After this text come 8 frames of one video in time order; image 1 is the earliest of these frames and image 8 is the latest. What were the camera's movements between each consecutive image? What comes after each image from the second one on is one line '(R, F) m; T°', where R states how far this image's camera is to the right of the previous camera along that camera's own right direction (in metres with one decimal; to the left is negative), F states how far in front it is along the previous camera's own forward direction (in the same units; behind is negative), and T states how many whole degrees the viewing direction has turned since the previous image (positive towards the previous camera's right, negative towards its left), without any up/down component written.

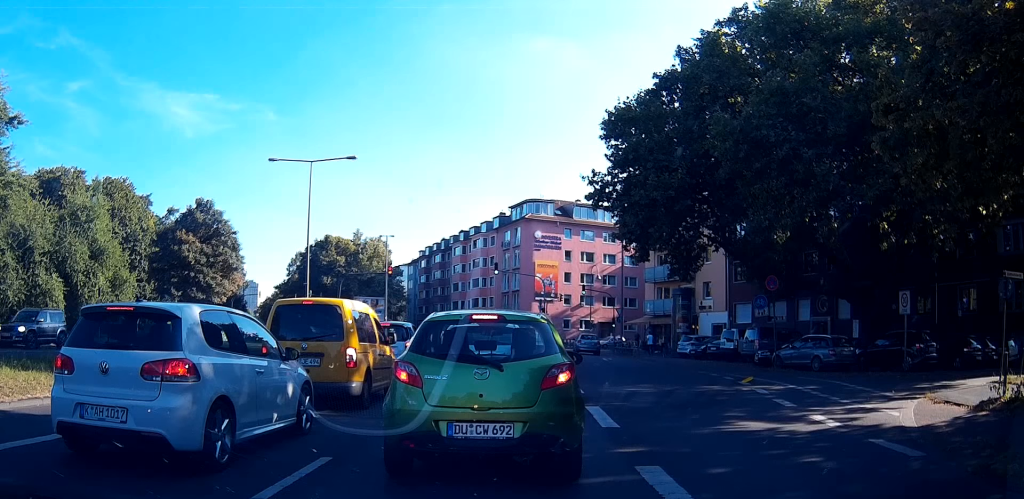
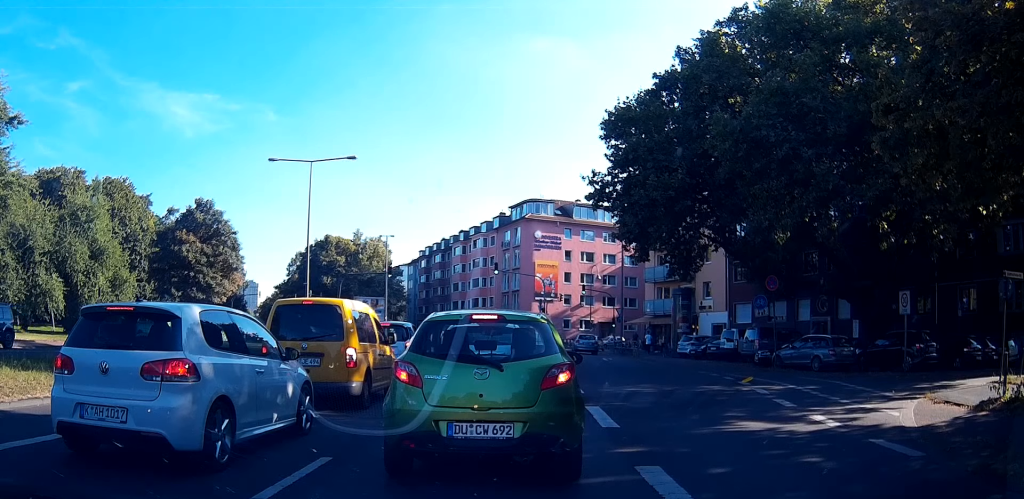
(0.0, 0.0) m; 0°
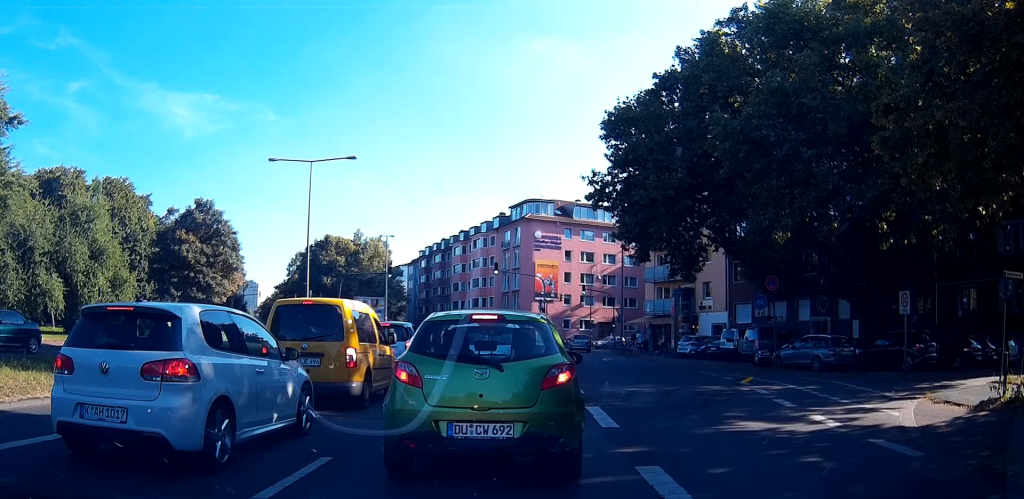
(0.0, 0.0) m; 0°
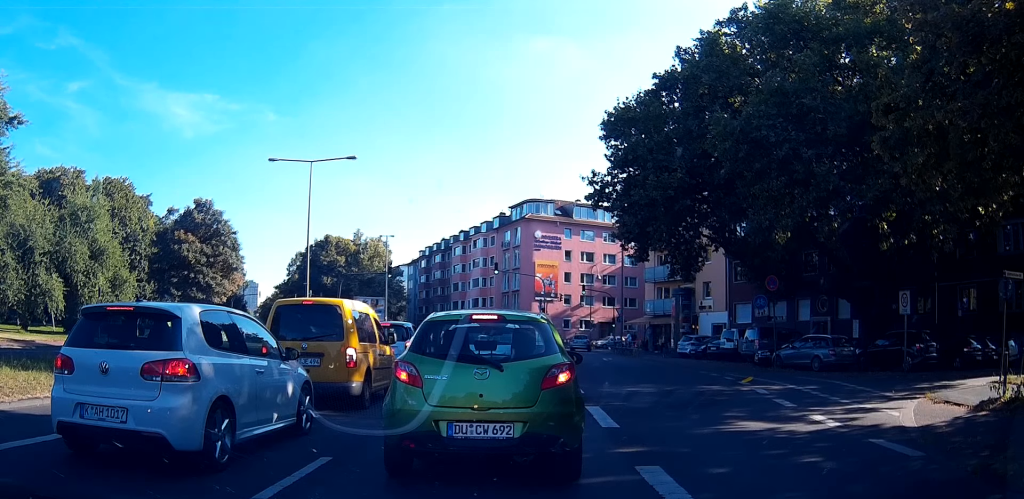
(0.0, 0.0) m; 0°
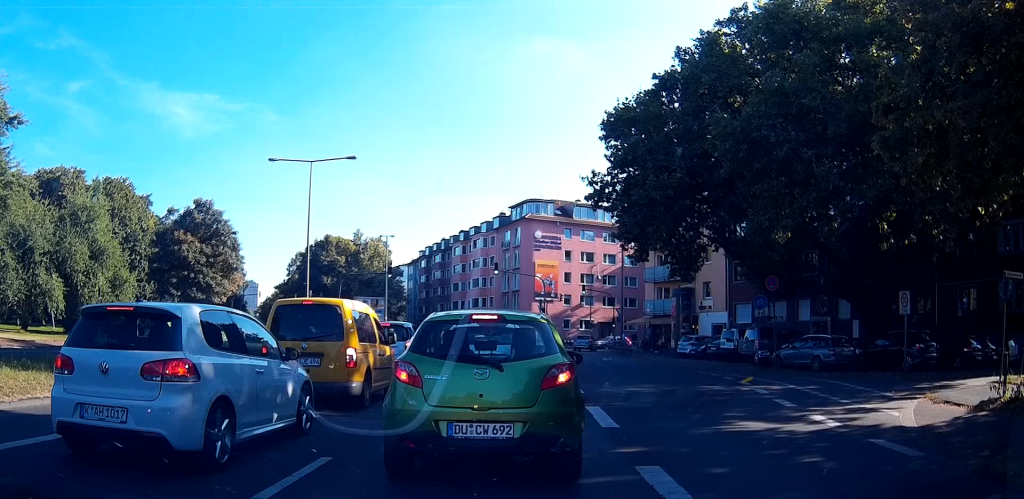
(0.0, 0.0) m; 0°
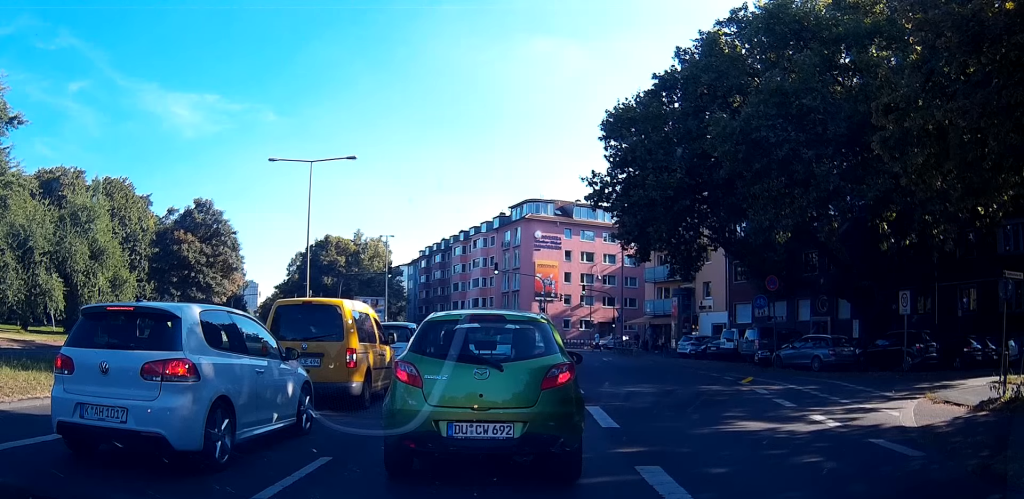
(0.0, 0.0) m; 0°
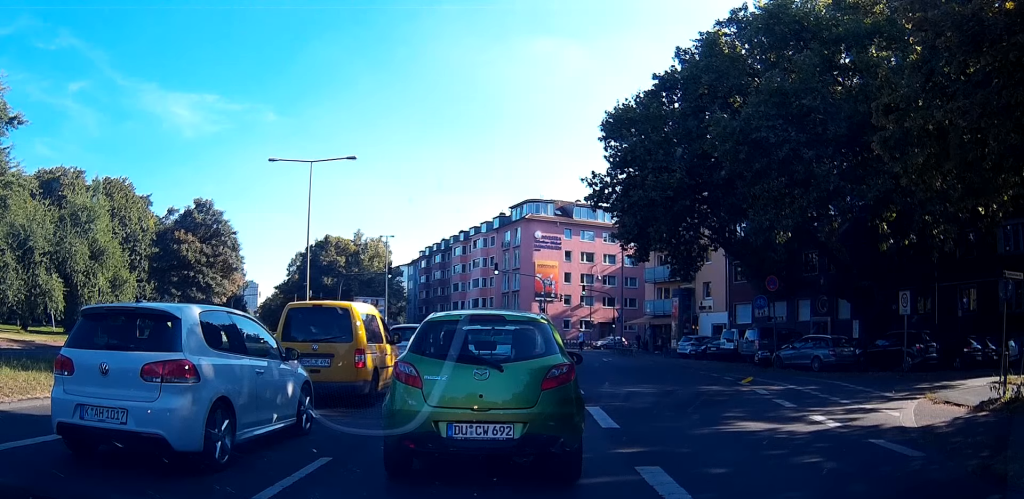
(0.0, -0.2) m; 0°
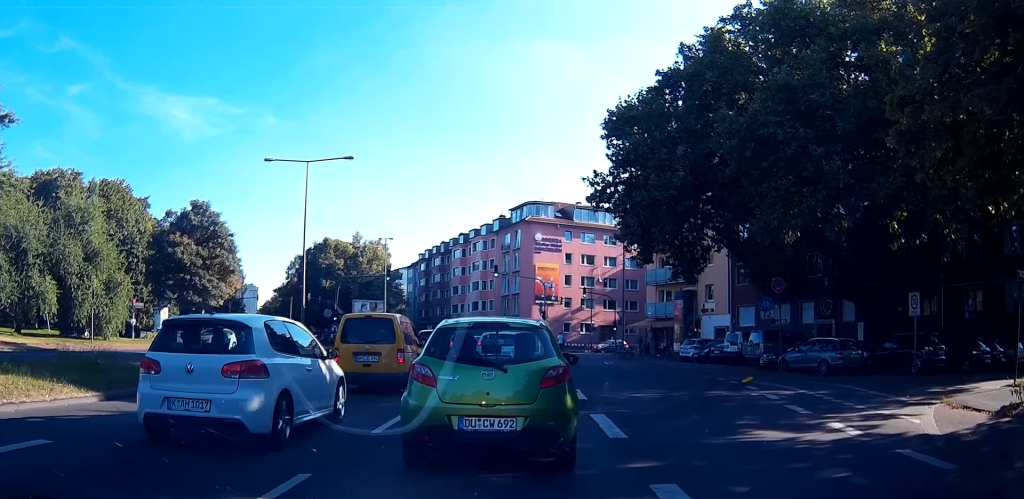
(-0.1, +1.9) m; 0°
